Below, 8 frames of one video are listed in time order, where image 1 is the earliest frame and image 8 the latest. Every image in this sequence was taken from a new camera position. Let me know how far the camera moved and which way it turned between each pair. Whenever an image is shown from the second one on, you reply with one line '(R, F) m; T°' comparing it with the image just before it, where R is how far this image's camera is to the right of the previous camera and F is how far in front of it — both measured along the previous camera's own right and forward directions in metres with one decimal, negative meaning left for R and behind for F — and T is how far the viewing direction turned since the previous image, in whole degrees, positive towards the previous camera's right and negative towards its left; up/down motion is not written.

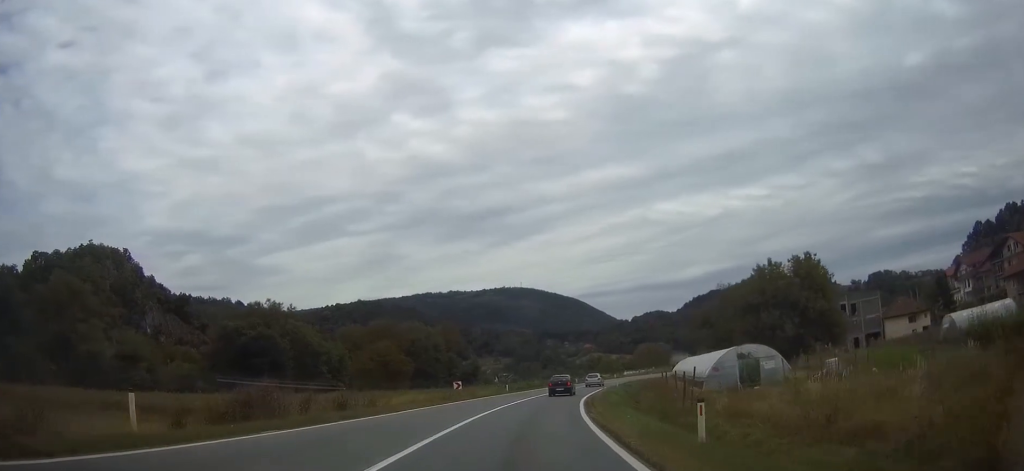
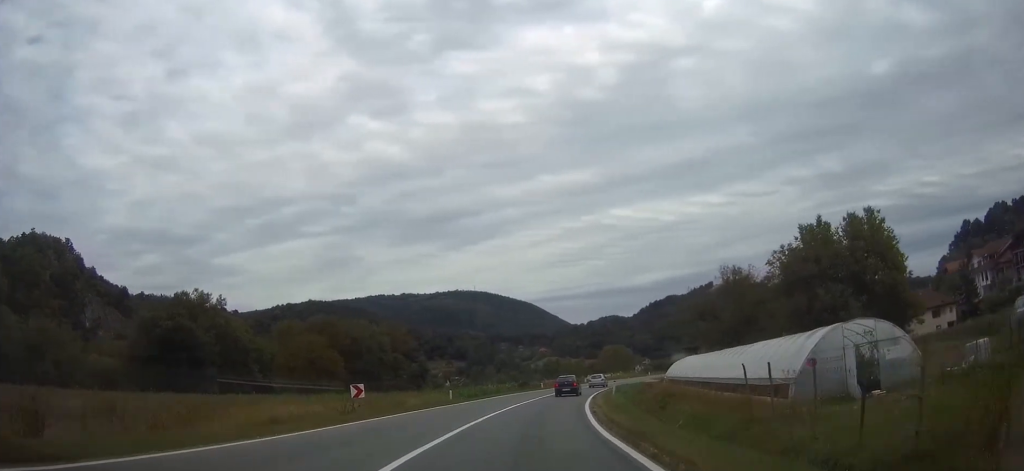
(+0.6, +20.0) m; +4°
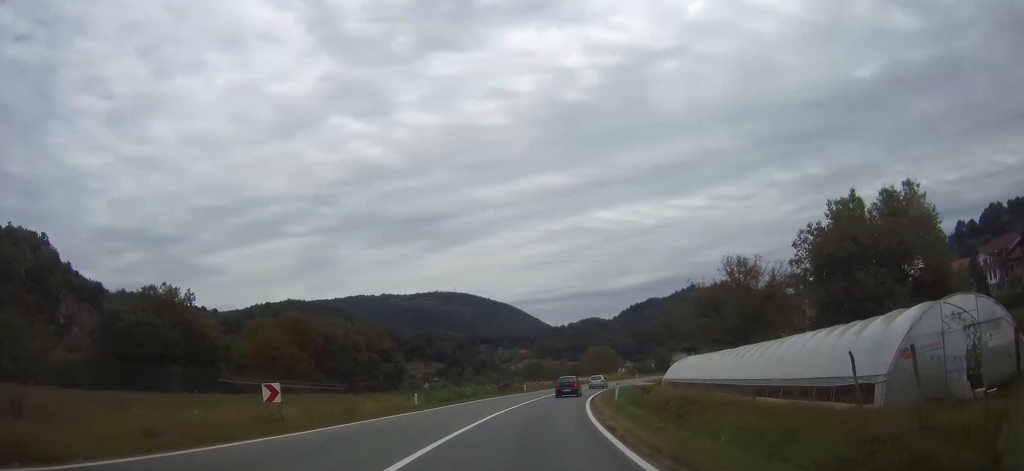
(+0.2, +8.0) m; +1°
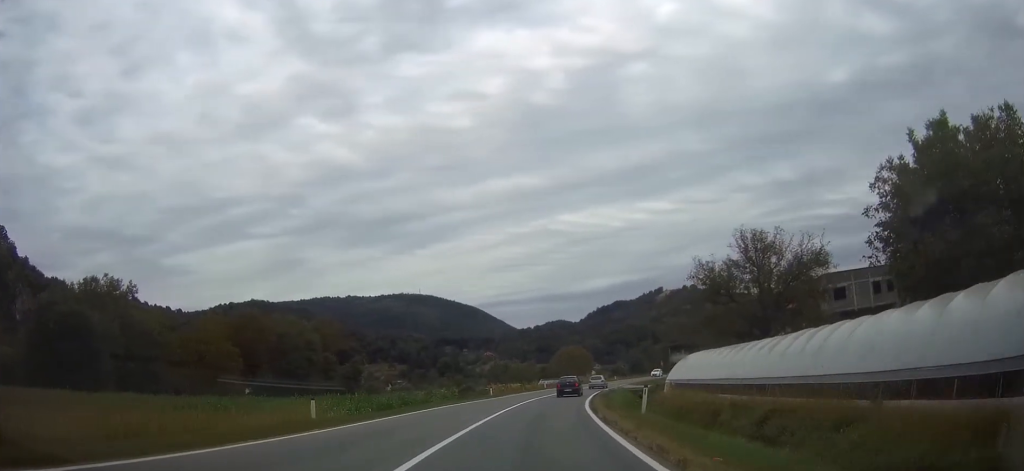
(+0.3, +13.8) m; +3°
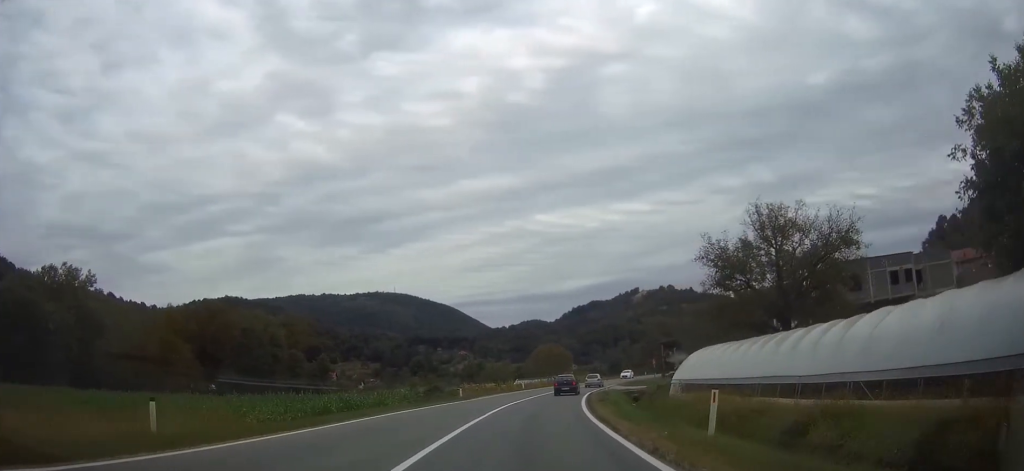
(0.0, +9.0) m; +2°
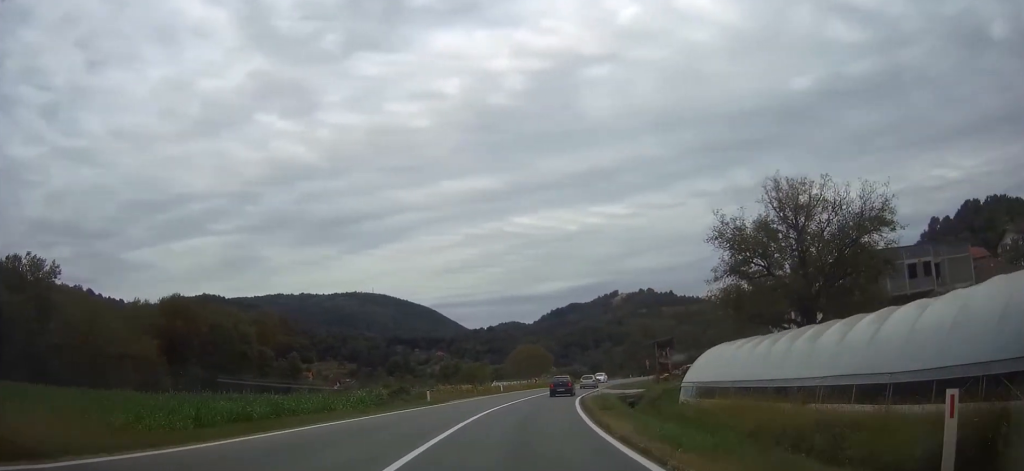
(+0.2, +7.4) m; +2°
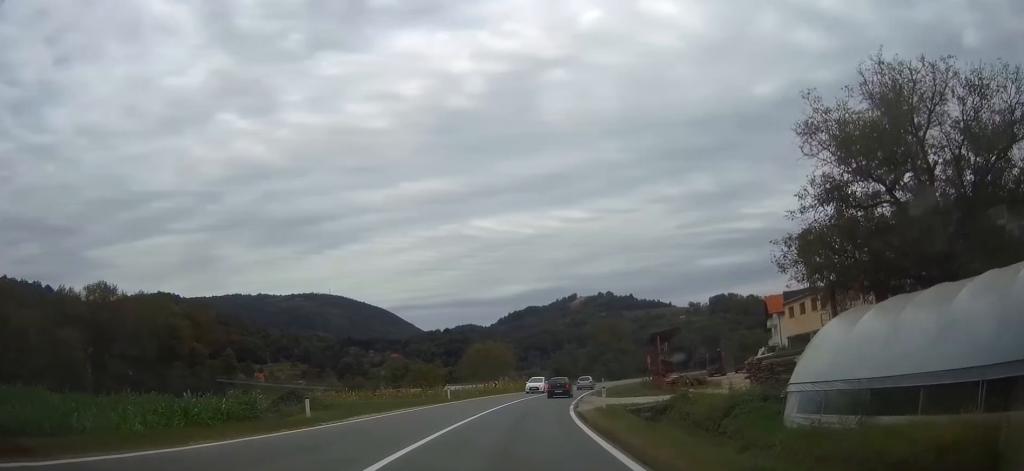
(+0.6, +18.1) m; +3°
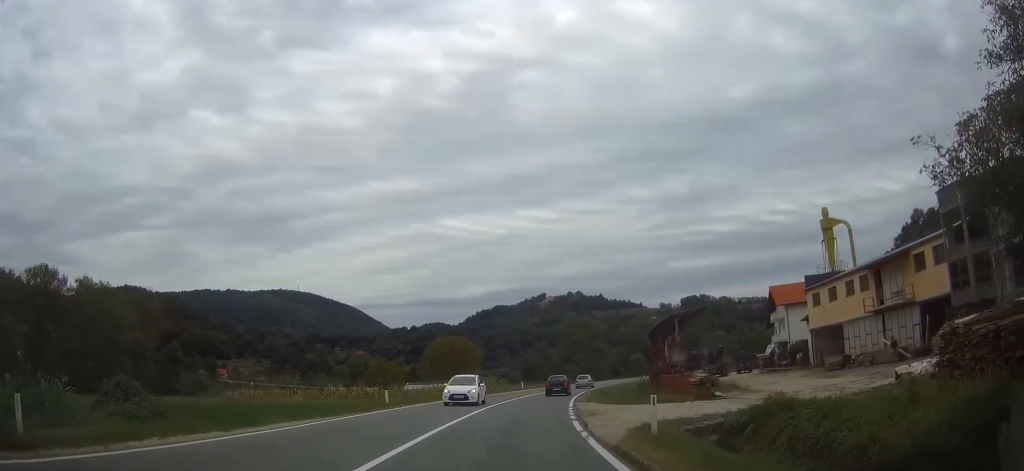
(+0.3, +13.8) m; +3°
